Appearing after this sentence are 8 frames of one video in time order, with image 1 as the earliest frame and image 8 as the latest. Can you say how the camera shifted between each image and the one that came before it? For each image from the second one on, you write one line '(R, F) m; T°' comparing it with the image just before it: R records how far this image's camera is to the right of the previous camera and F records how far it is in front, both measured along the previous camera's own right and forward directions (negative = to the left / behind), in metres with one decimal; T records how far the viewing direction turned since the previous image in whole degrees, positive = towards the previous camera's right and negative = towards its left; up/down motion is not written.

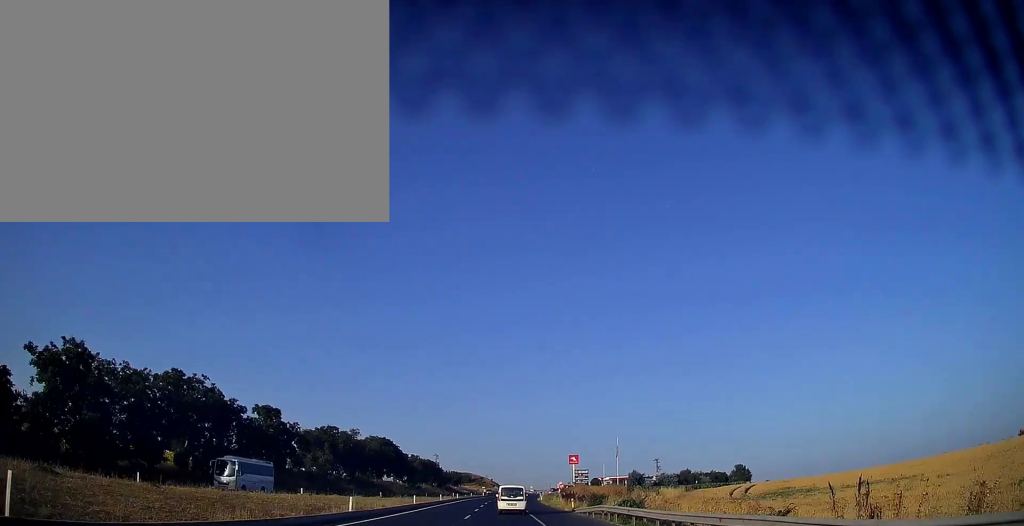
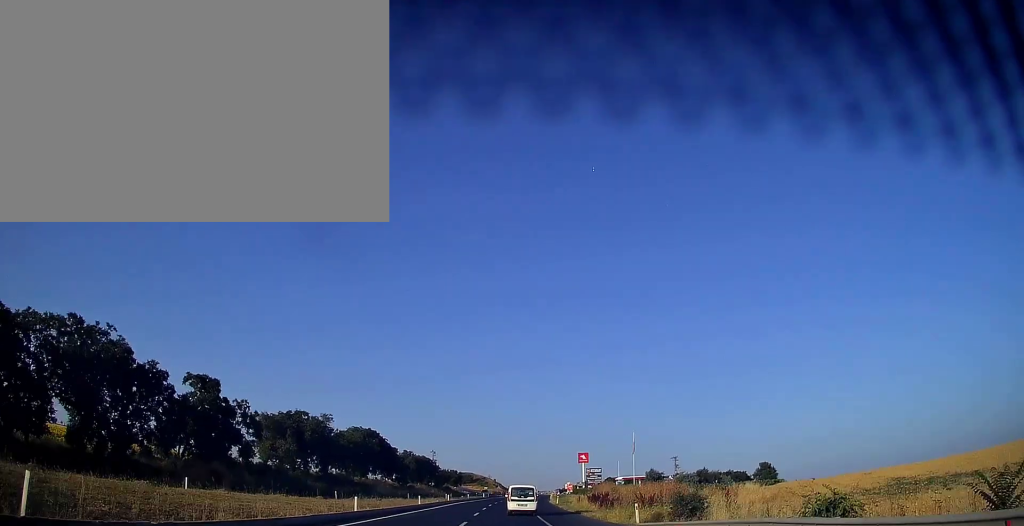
(-0.1, +19.9) m; 0°
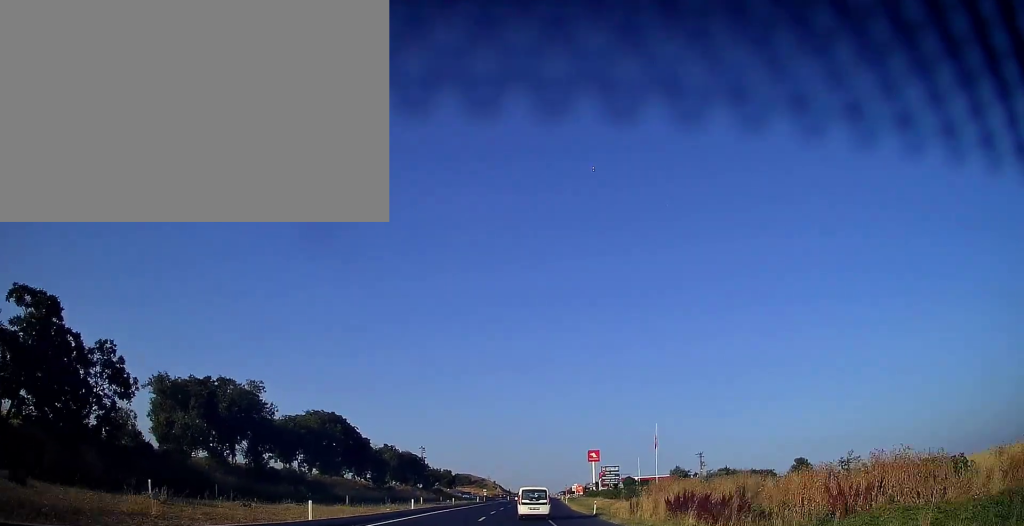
(0.0, +27.1) m; 0°
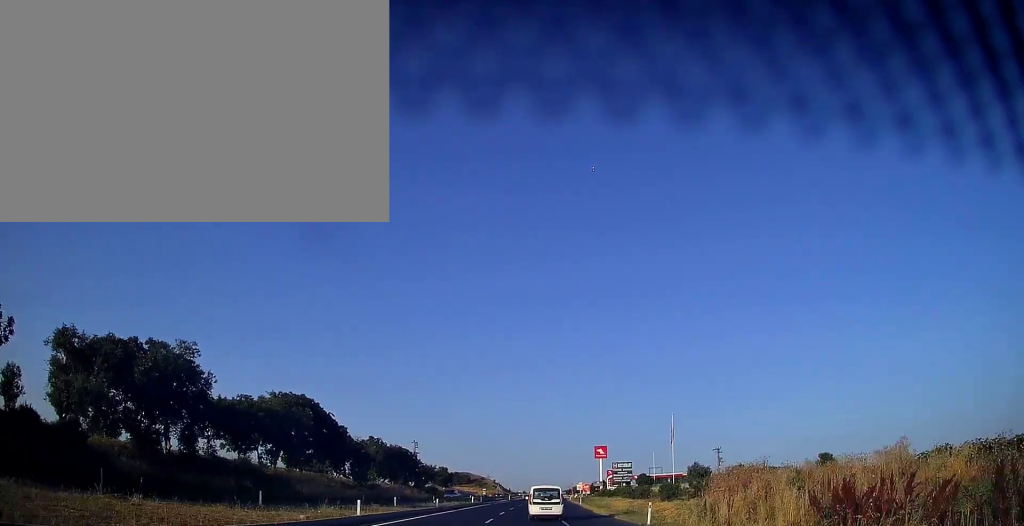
(-0.1, +15.1) m; 0°
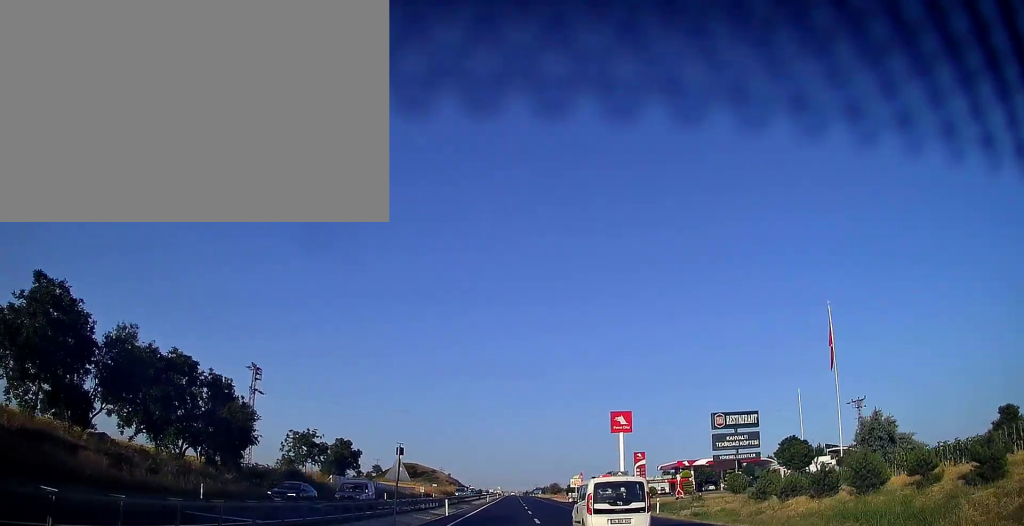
(+2.7, +84.4) m; +4°
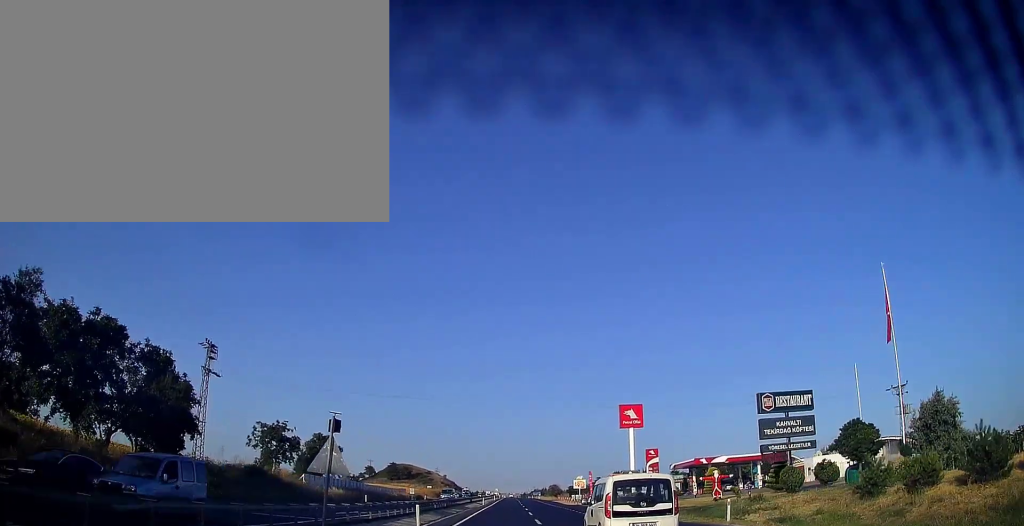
(+0.1, +11.2) m; 0°
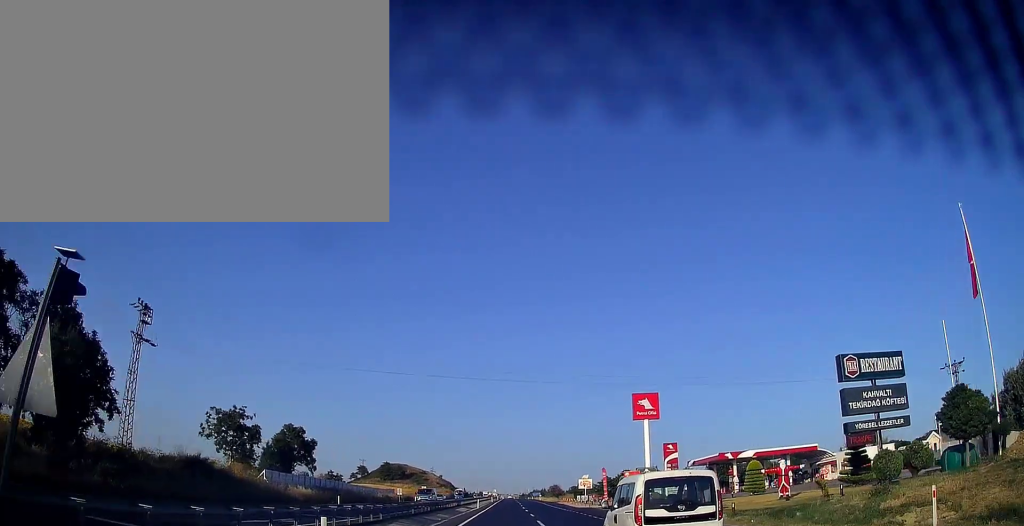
(0.0, +12.4) m; 0°
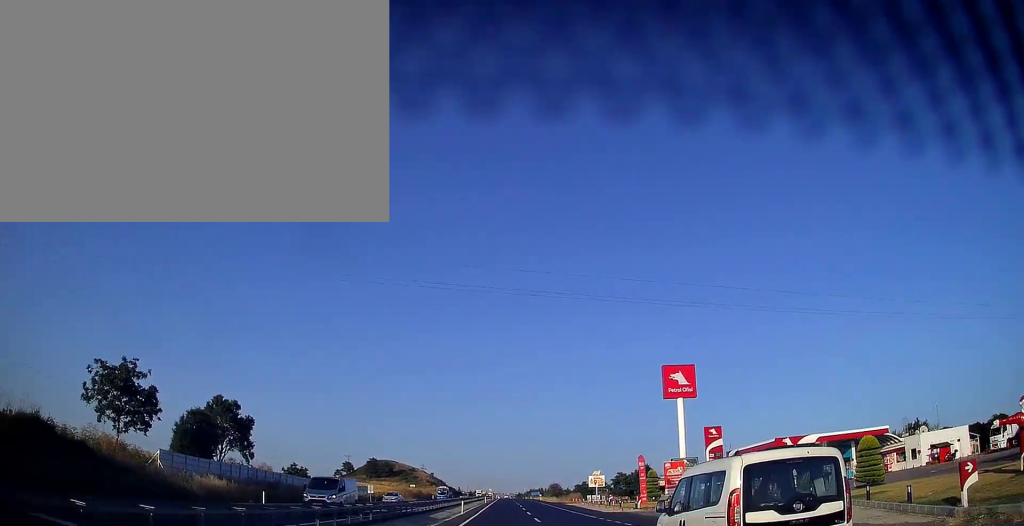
(-0.1, +20.3) m; 0°
